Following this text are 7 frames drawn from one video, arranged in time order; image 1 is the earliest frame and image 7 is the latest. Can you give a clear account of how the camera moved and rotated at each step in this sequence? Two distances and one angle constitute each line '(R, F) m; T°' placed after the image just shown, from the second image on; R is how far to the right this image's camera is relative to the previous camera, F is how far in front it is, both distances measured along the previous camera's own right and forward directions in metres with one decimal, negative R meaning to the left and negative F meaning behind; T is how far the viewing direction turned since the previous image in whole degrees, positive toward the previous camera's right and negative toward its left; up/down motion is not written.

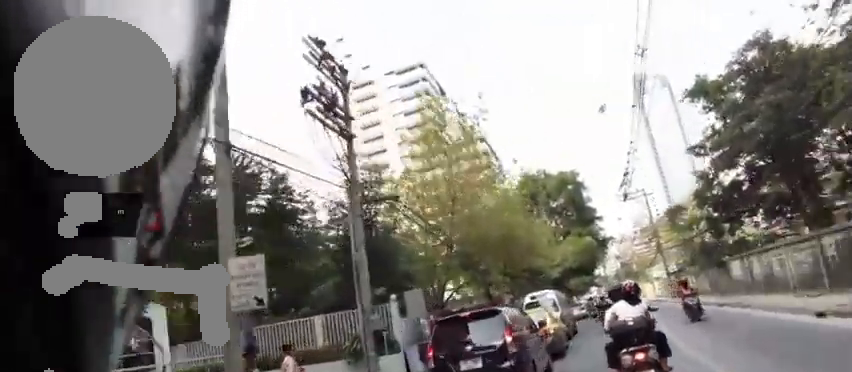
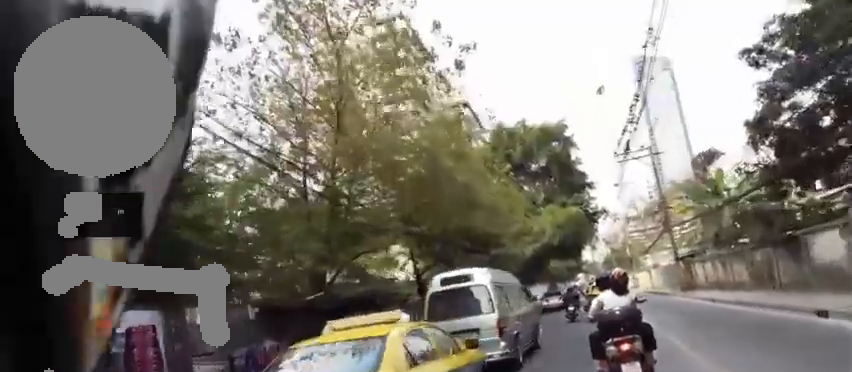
(0.0, +9.1) m; 0°
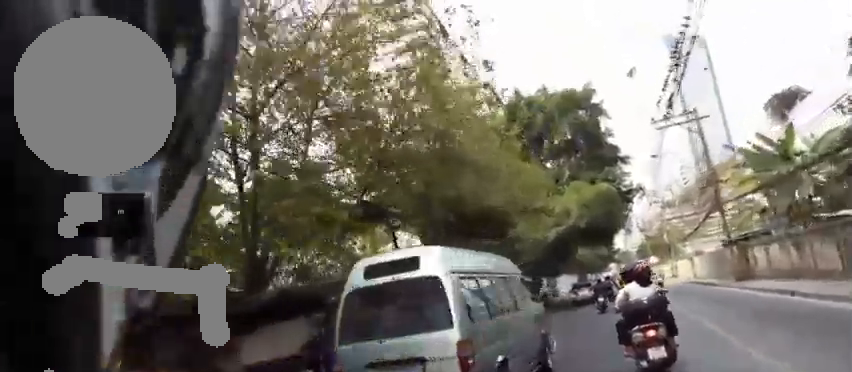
(0.0, +4.8) m; 0°
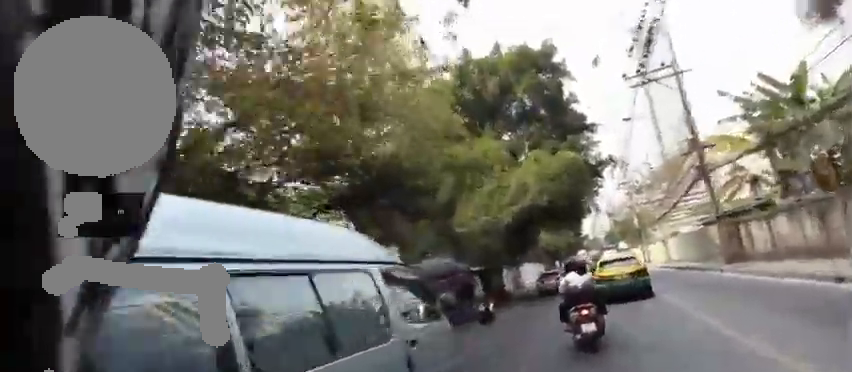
(0.0, +6.5) m; 0°
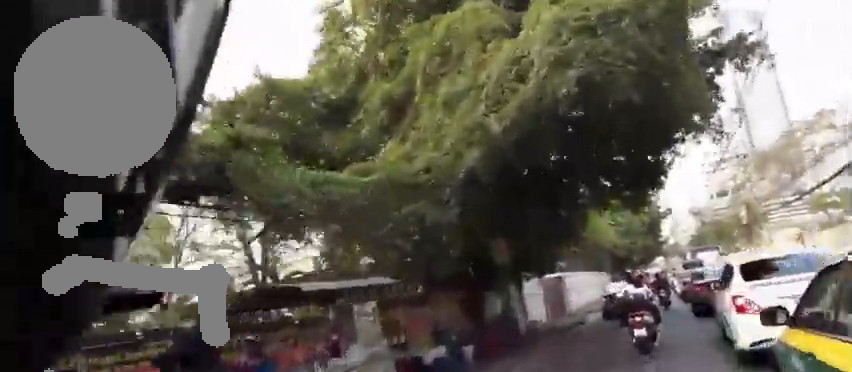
(-1.1, +18.7) m; -9°
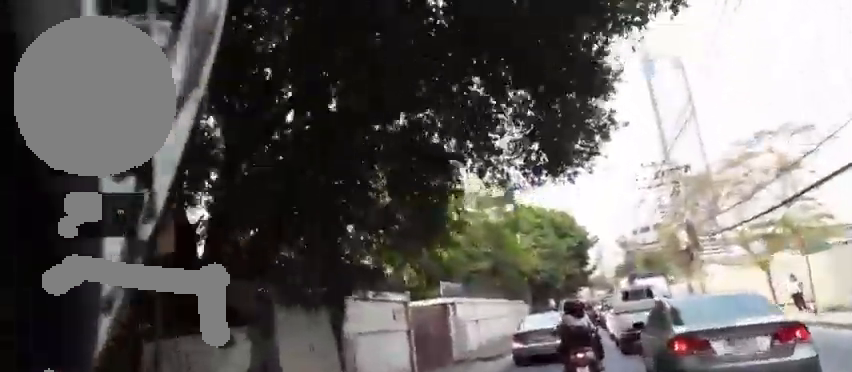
(-0.5, +13.1) m; -1°
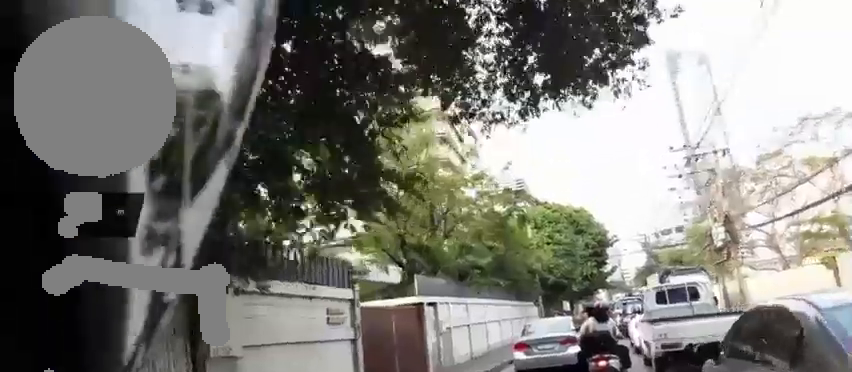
(+0.1, +6.0) m; +1°
